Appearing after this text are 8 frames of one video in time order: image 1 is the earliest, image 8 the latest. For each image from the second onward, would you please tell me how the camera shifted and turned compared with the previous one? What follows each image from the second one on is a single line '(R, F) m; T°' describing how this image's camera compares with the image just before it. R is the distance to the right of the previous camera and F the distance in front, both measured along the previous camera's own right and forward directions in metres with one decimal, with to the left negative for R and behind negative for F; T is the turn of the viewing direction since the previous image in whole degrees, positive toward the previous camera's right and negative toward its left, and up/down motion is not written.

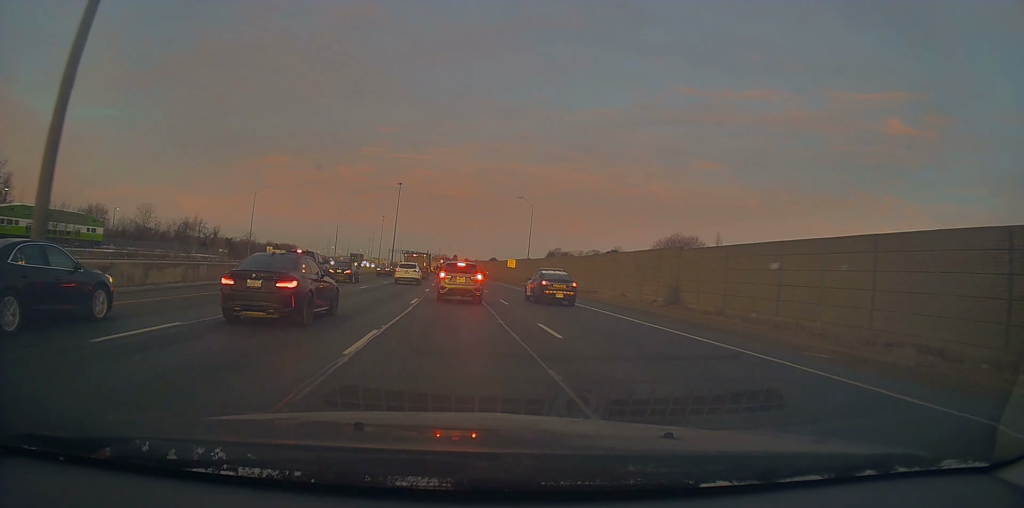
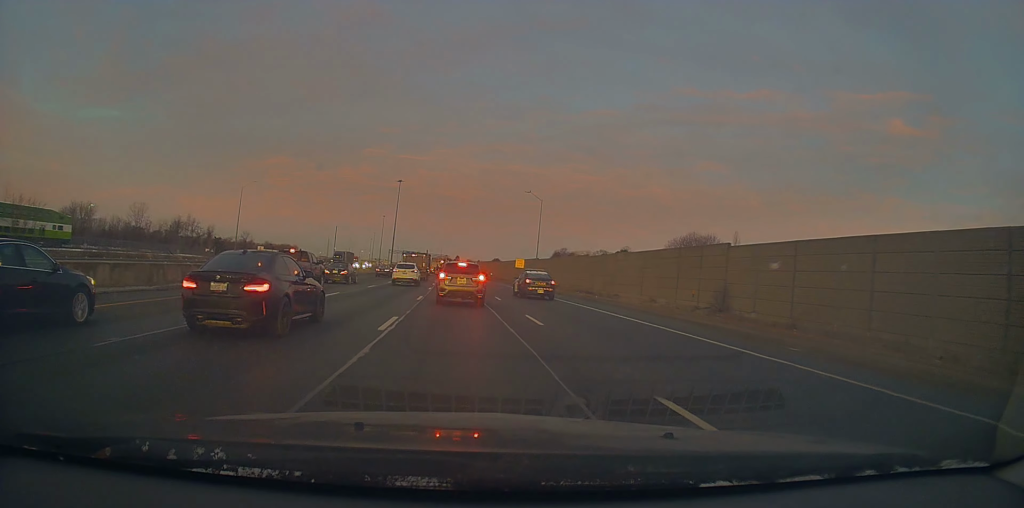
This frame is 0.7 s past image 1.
(+0.1, +9.1) m; +1°
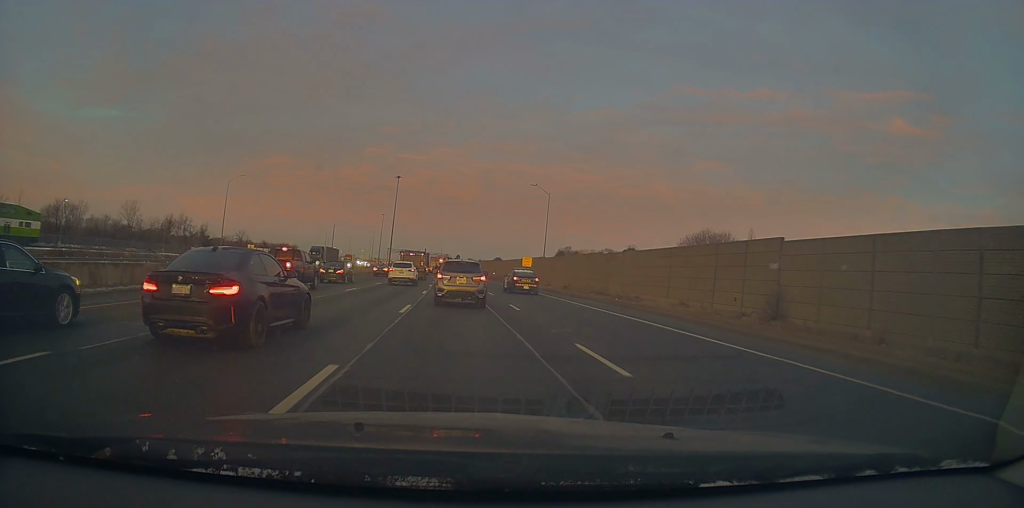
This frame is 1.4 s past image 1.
(+0.2, +7.6) m; +1°
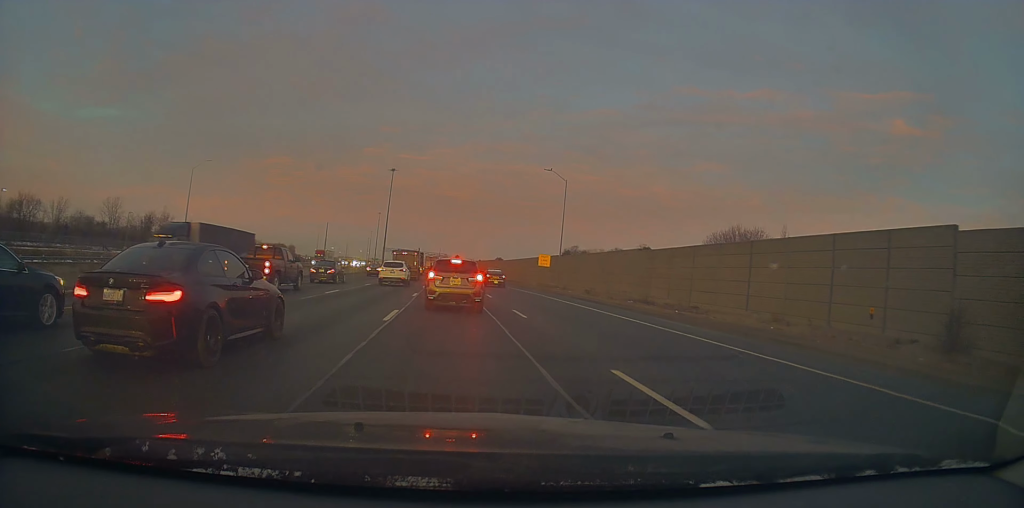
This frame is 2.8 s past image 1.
(0.0, +15.9) m; 0°
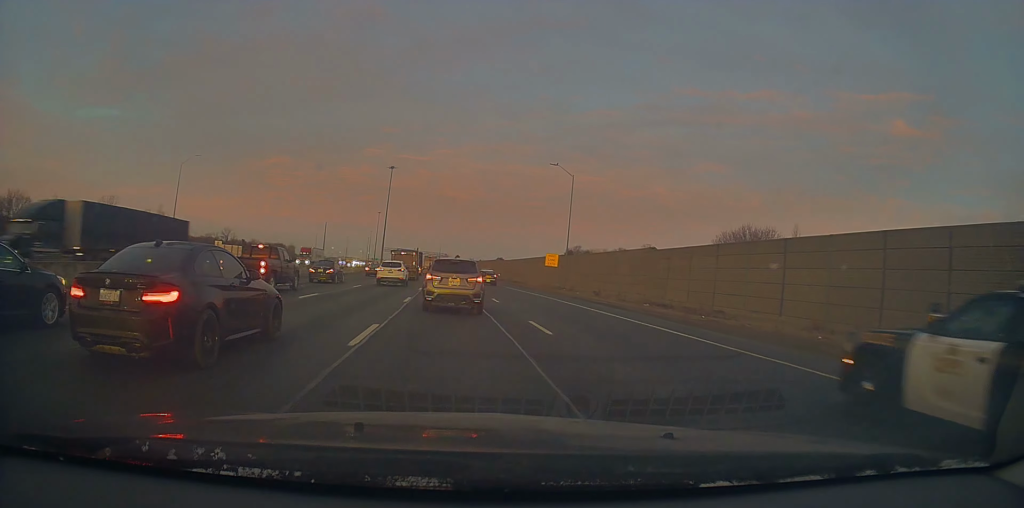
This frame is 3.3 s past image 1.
(0.0, +4.8) m; 0°
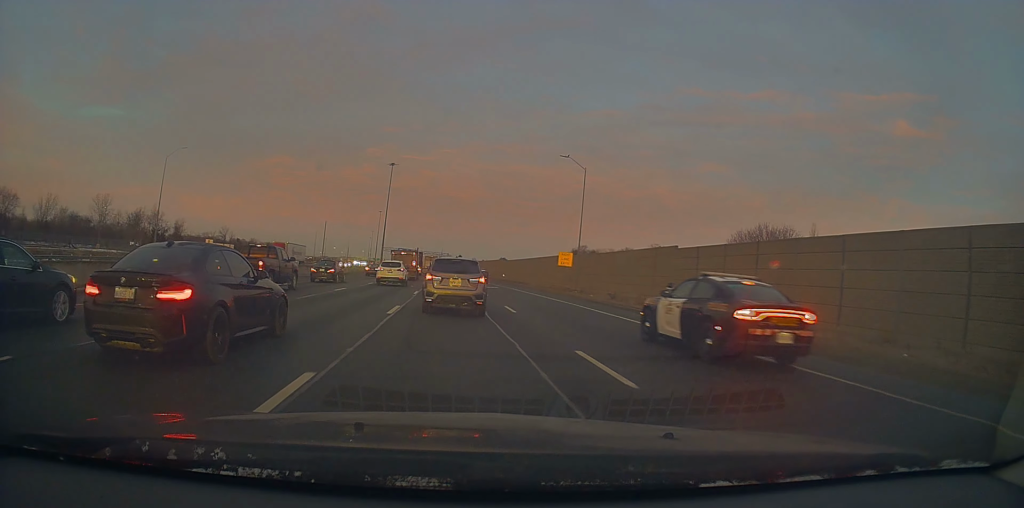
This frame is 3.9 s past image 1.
(0.0, +6.0) m; 0°
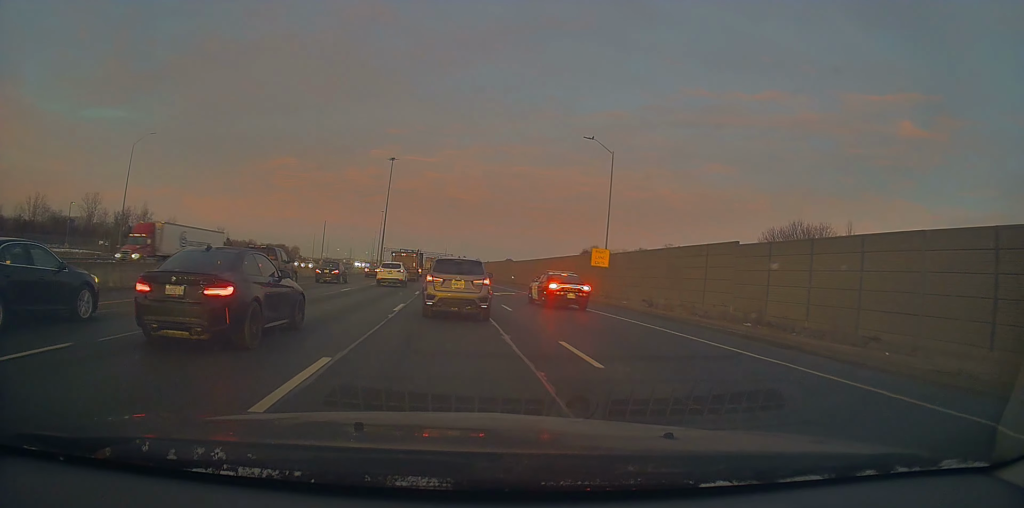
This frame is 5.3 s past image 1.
(0.0, +11.2) m; -4°
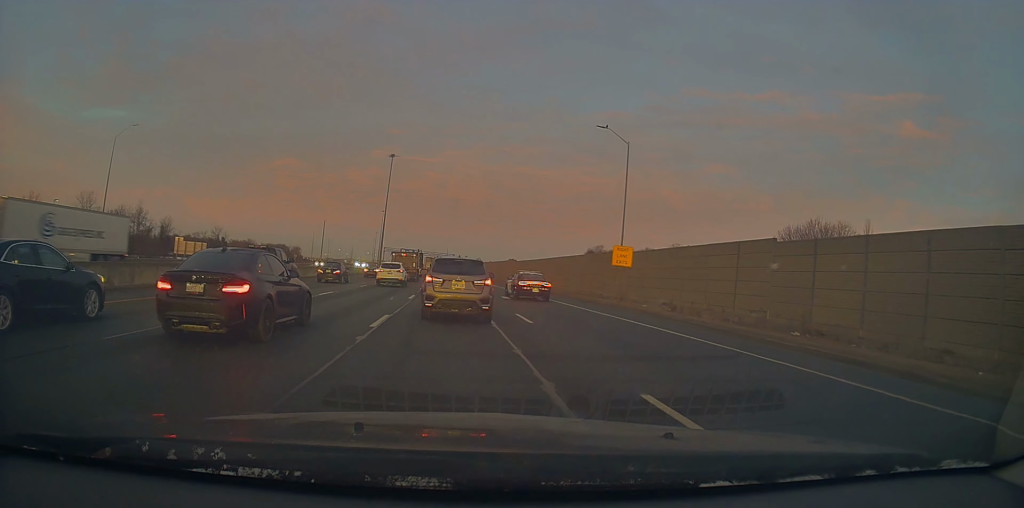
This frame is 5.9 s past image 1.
(-0.3, +4.9) m; 0°
